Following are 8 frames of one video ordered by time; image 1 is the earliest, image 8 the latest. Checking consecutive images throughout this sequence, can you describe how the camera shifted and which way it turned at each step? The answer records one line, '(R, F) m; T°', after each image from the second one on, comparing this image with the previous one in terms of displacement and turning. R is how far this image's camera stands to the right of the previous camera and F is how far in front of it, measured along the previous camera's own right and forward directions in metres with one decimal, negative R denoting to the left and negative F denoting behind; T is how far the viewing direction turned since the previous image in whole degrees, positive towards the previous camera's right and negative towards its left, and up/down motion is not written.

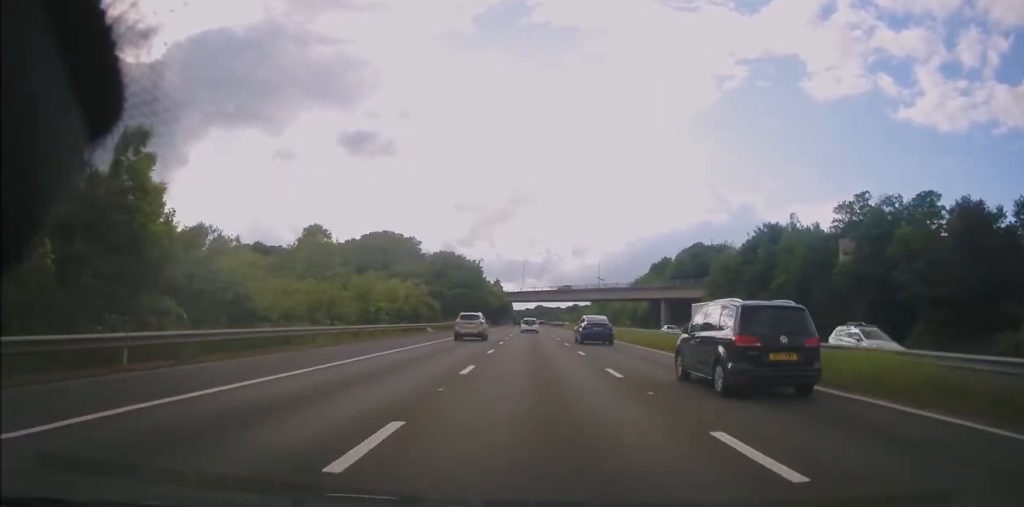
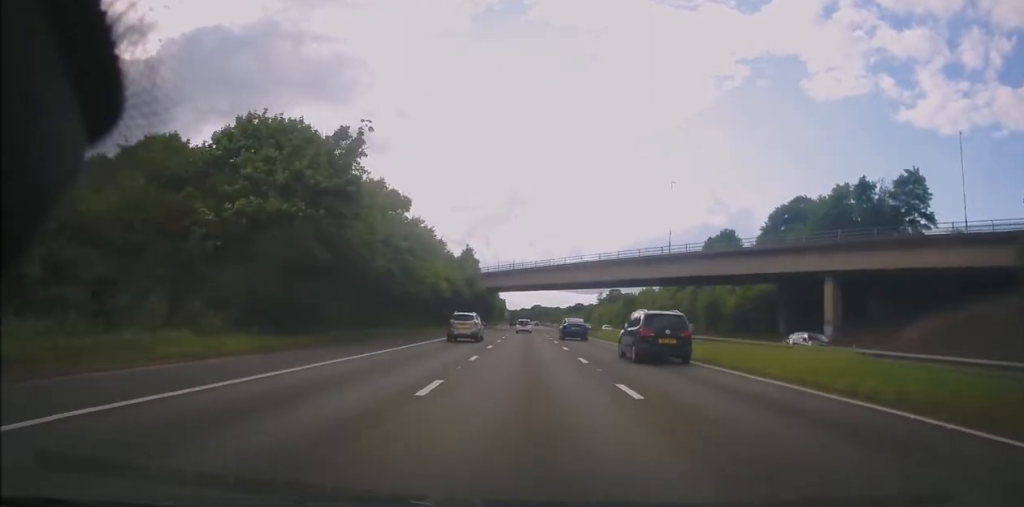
(+0.4, +68.7) m; 0°
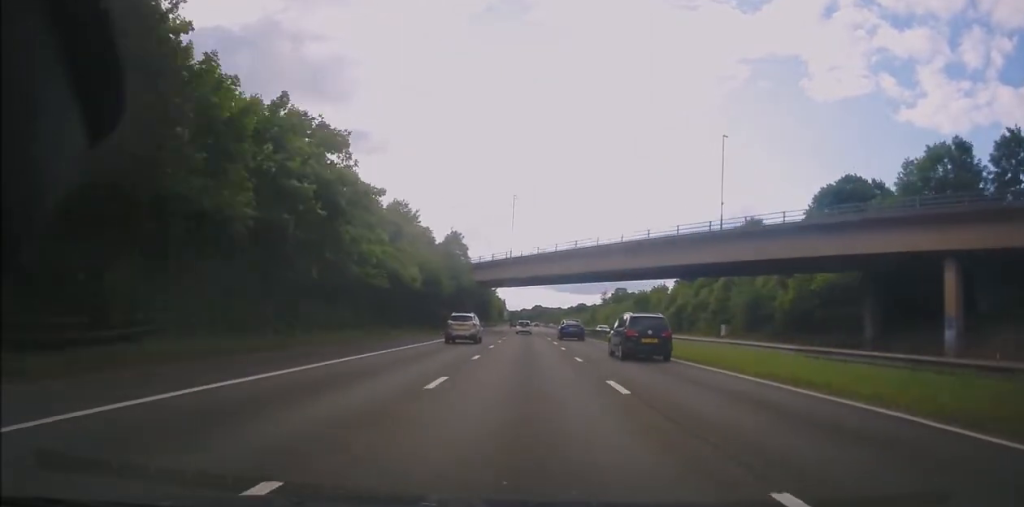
(-0.1, +17.2) m; 0°
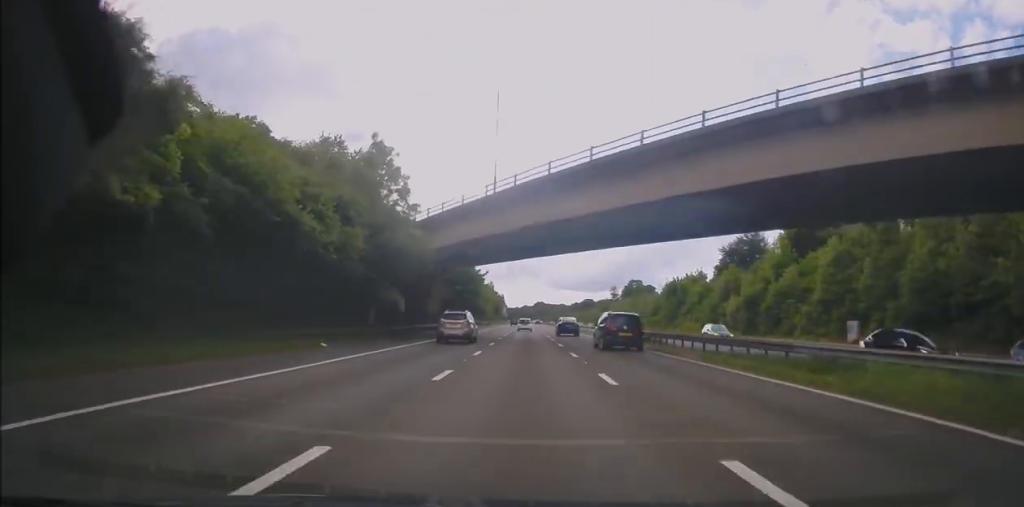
(+0.1, +35.2) m; -1°
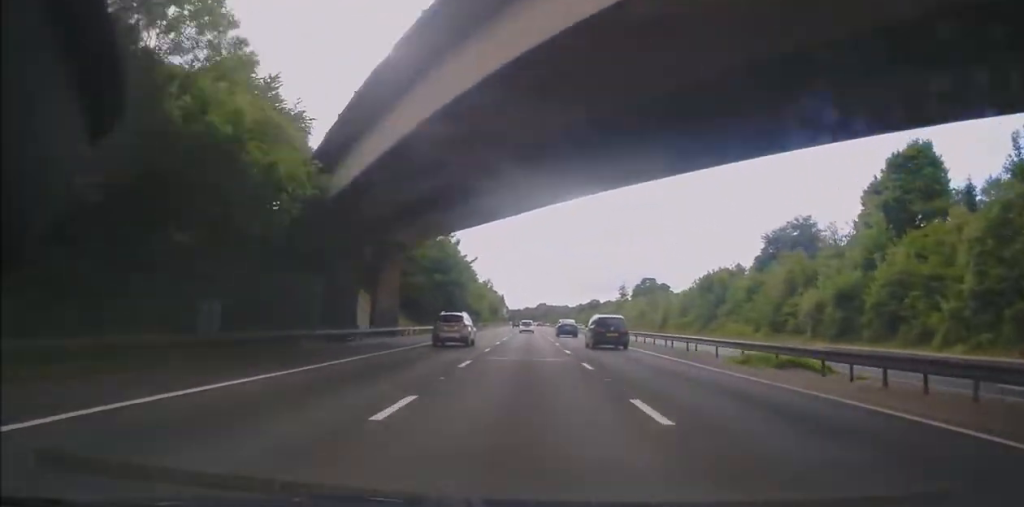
(-0.3, +23.0) m; -1°
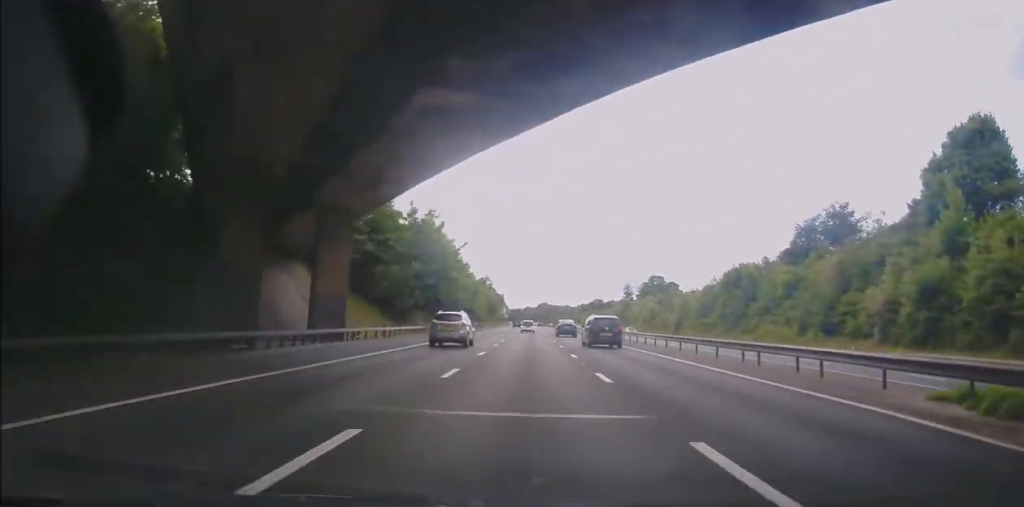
(-0.1, +12.6) m; 0°
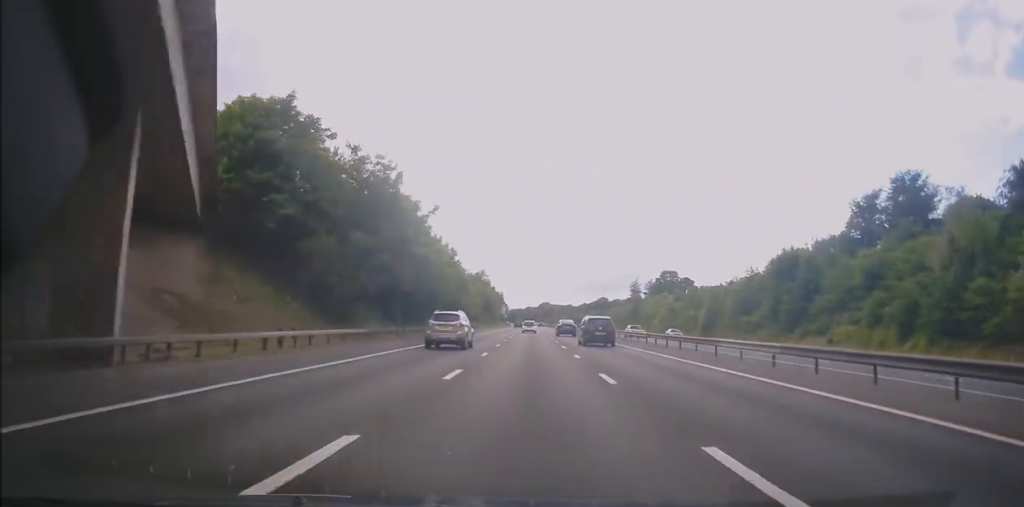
(+0.1, +18.5) m; 0°
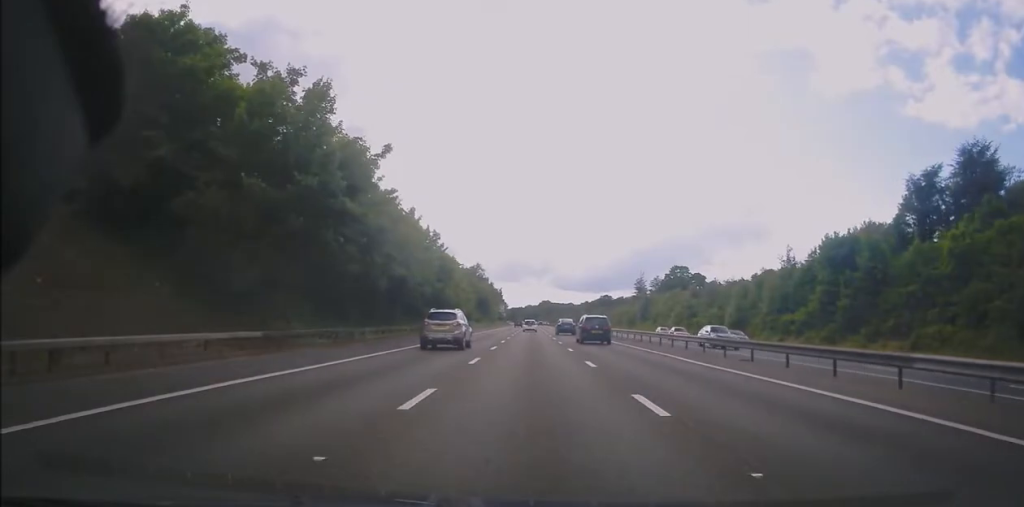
(+0.3, +13.7) m; 0°
